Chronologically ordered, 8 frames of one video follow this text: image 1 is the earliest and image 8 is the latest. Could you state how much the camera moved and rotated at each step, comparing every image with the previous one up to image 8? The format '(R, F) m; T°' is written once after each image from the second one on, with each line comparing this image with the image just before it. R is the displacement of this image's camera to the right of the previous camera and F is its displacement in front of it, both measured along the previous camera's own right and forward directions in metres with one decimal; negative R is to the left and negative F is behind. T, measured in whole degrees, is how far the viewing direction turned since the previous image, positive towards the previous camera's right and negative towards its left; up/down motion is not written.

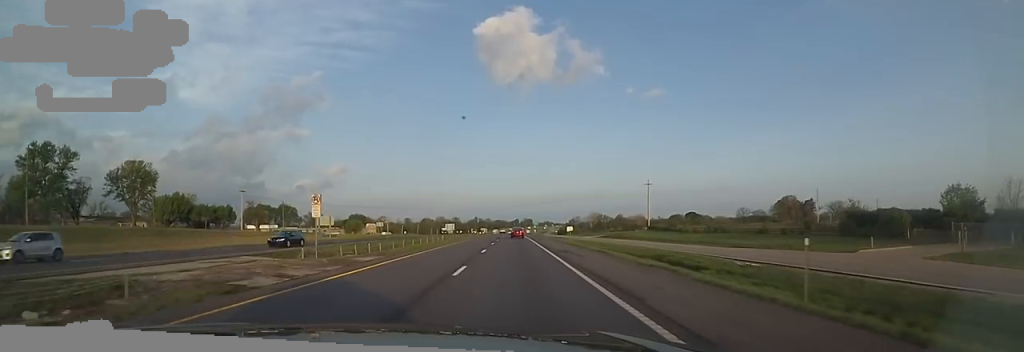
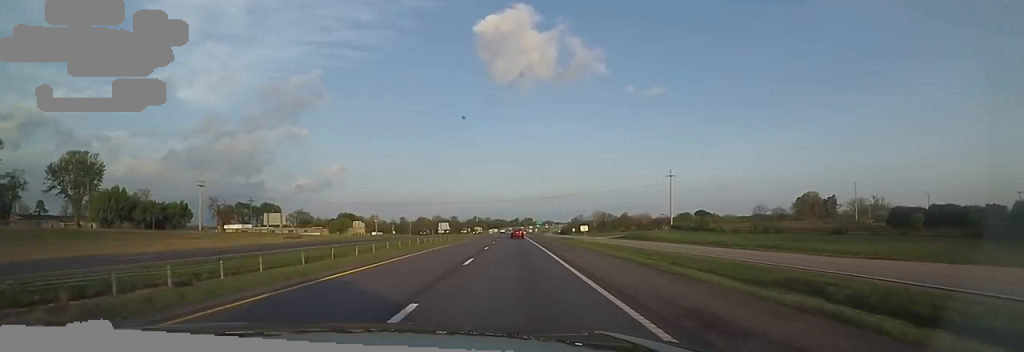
(0.0, +21.5) m; 0°
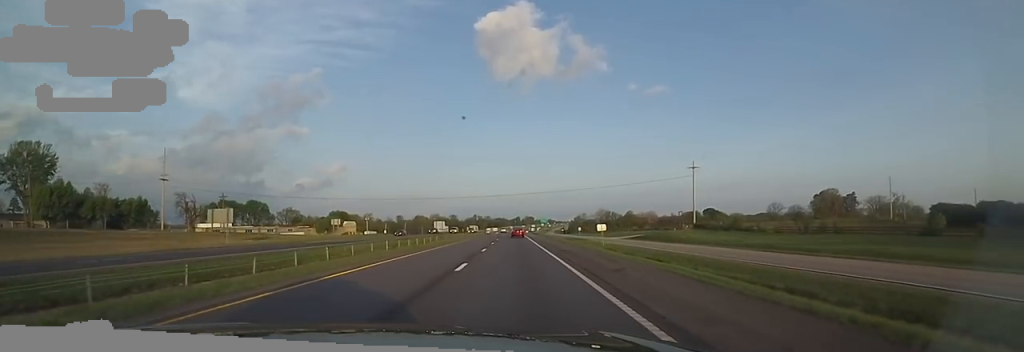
(+0.1, +15.8) m; 0°
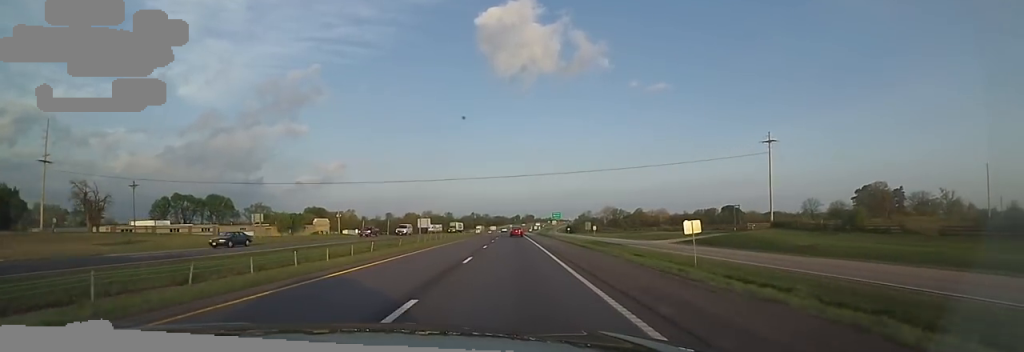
(0.0, +34.6) m; 0°
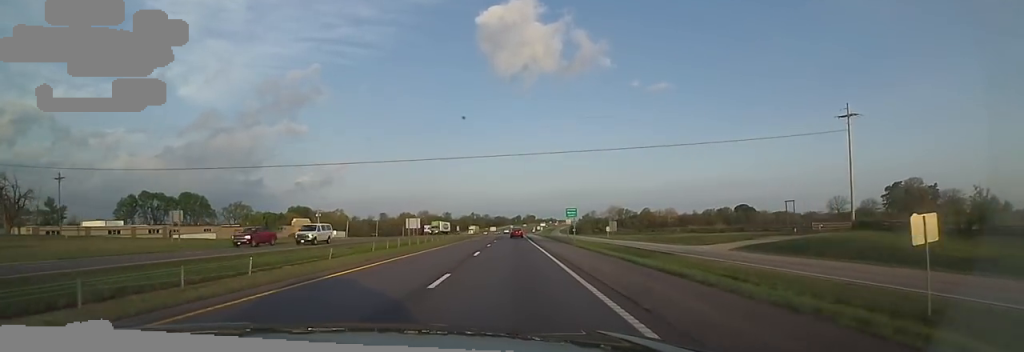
(0.0, +19.8) m; 0°
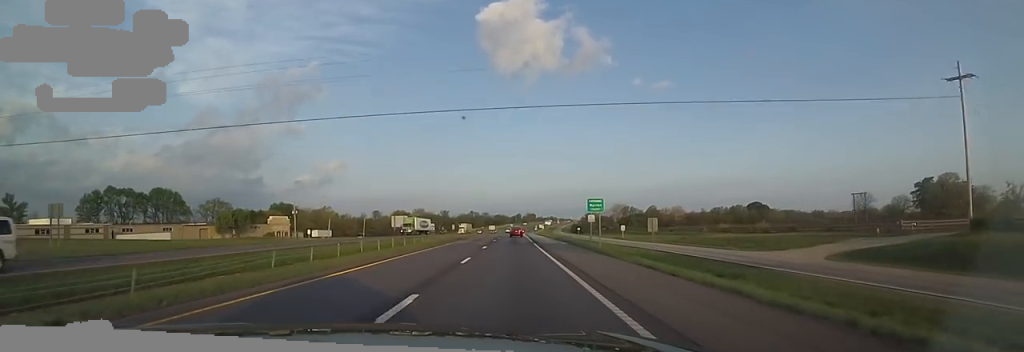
(+0.1, +17.6) m; 0°
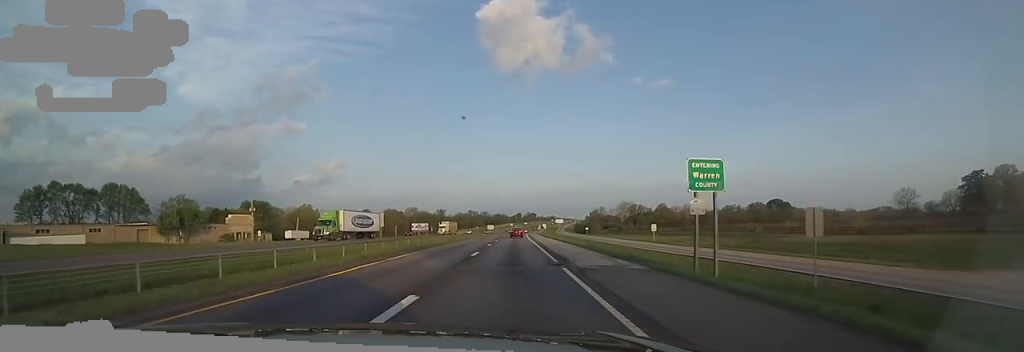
(-0.1, +24.0) m; 0°
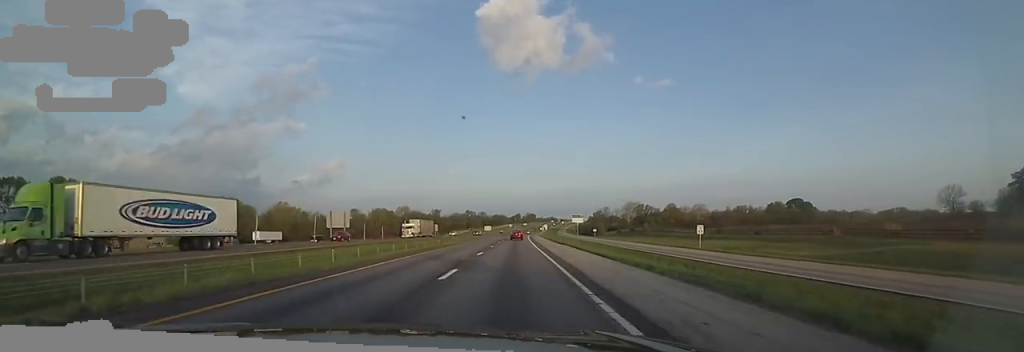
(0.0, +21.8) m; 0°
